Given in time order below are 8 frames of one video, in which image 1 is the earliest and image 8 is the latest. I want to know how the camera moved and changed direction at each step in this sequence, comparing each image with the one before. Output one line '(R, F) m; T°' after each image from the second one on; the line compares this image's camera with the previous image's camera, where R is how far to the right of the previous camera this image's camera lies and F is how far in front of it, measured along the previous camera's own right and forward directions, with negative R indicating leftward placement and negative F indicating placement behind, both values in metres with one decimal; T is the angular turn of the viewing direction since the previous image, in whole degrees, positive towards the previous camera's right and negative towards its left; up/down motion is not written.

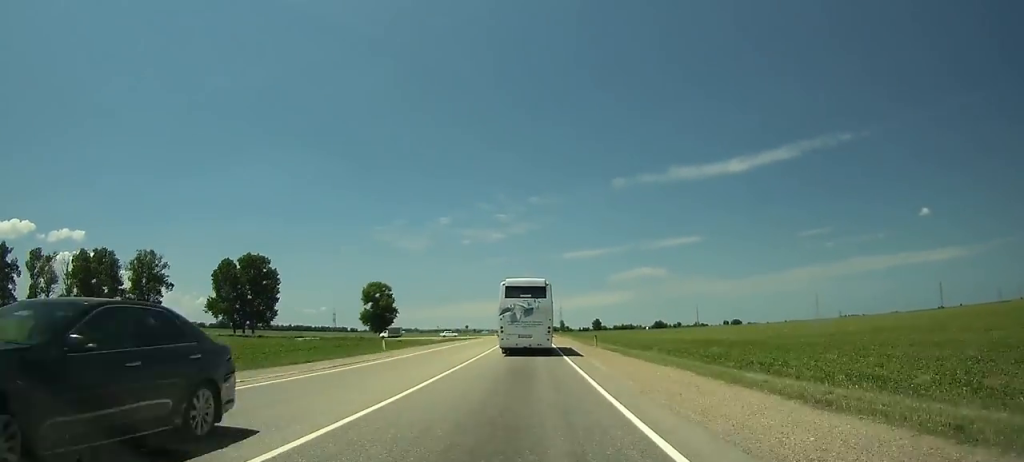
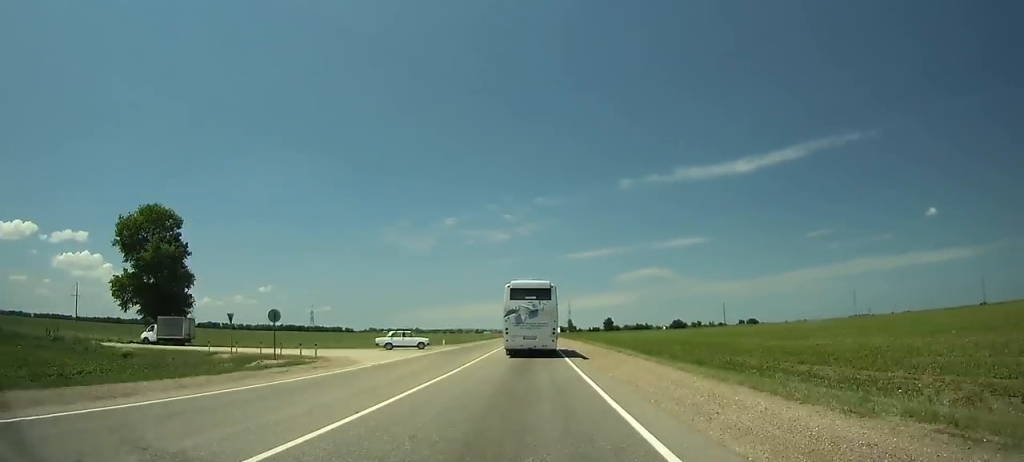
(-0.6, +91.8) m; 0°
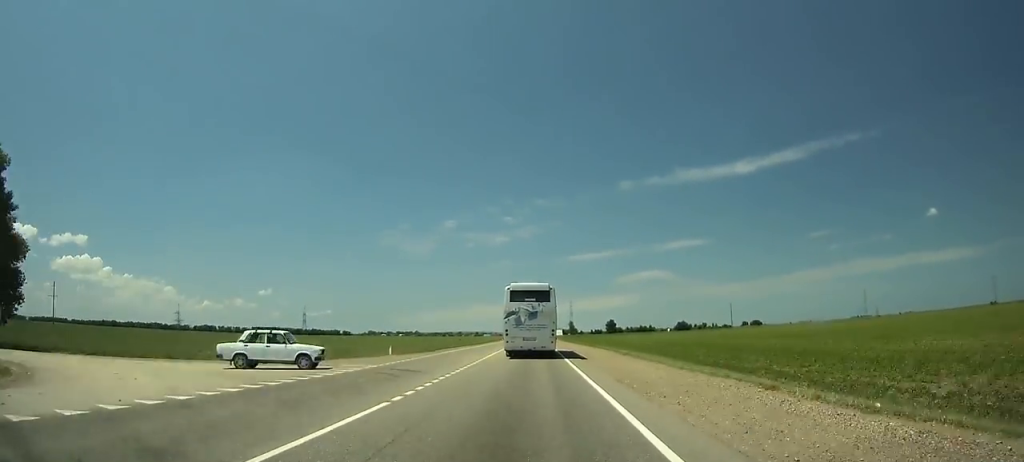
(+0.2, +23.7) m; 0°
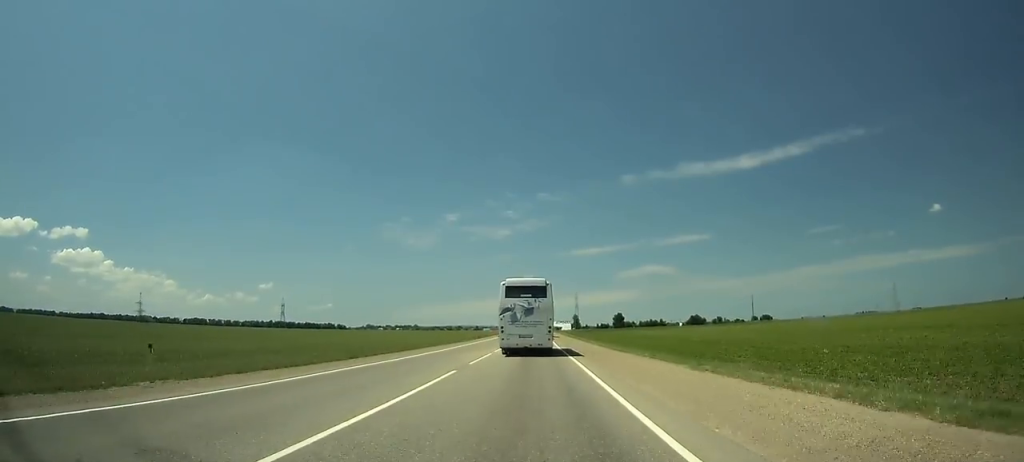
(+0.3, +59.8) m; 0°
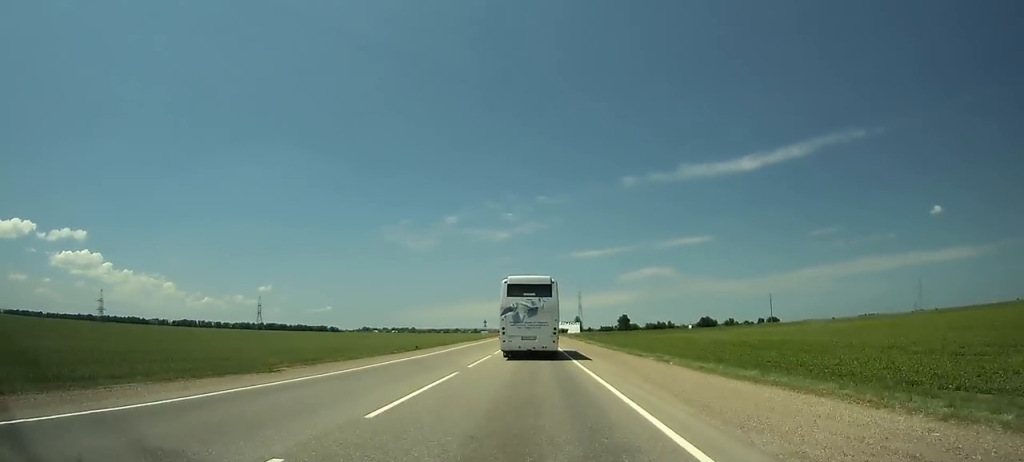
(0.0, +48.2) m; 0°
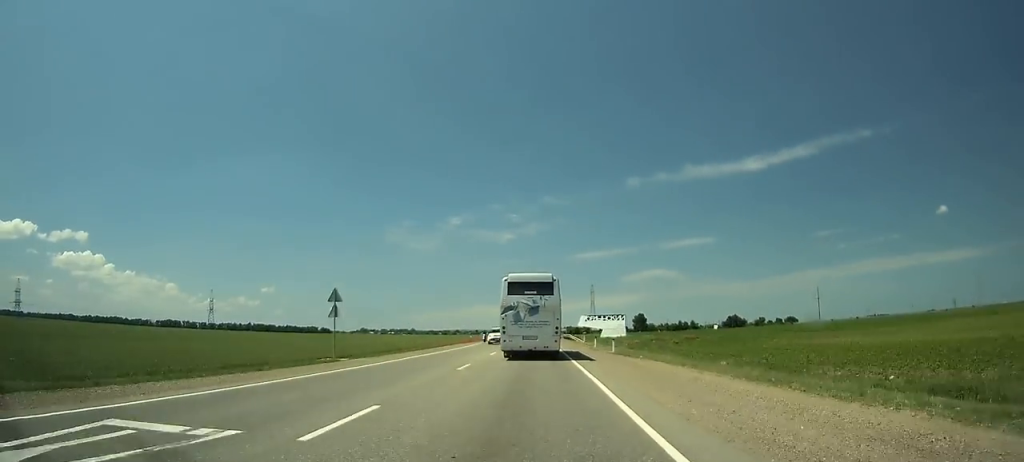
(-0.6, +88.8) m; -1°
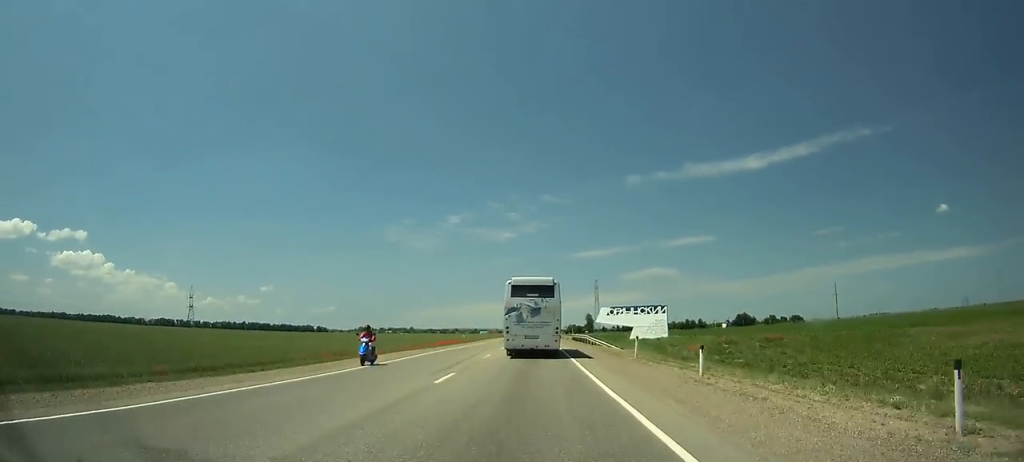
(-0.1, +28.9) m; 0°
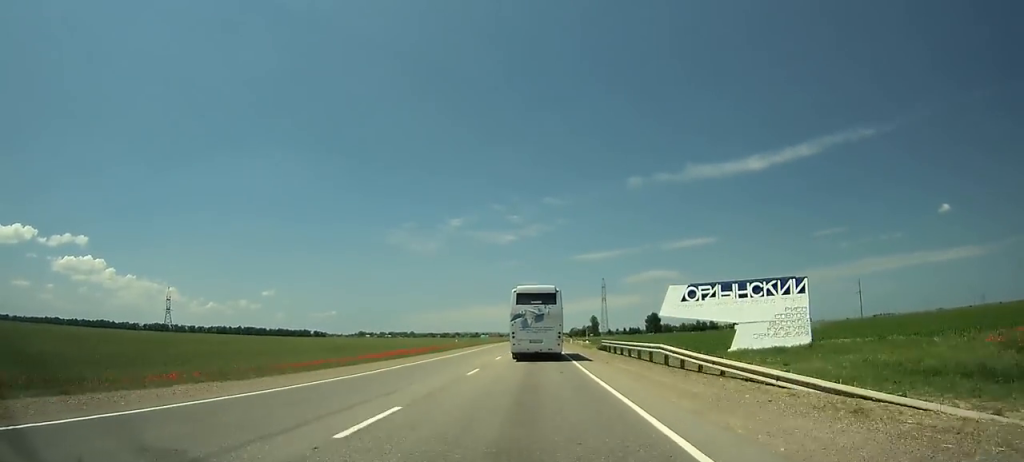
(0.0, +32.2) m; 0°
